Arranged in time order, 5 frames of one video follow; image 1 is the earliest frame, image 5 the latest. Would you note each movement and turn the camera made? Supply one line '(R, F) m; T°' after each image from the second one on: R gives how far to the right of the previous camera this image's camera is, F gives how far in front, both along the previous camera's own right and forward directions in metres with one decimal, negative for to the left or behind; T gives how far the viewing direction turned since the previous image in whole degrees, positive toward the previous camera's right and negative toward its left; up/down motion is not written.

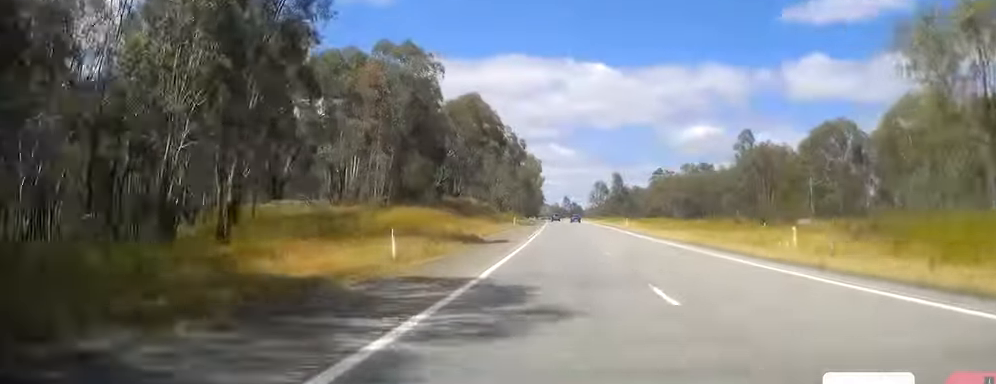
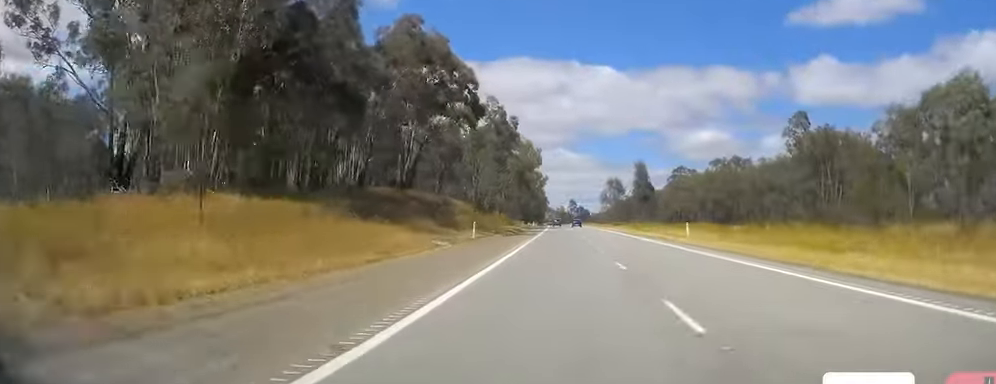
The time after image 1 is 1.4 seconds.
(+0.7, +39.7) m; +1°
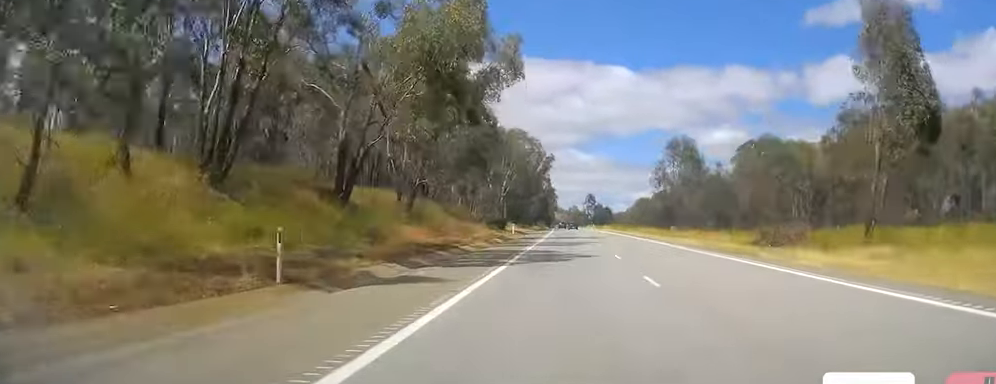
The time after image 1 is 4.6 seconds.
(-2.7, +90.4) m; -2°
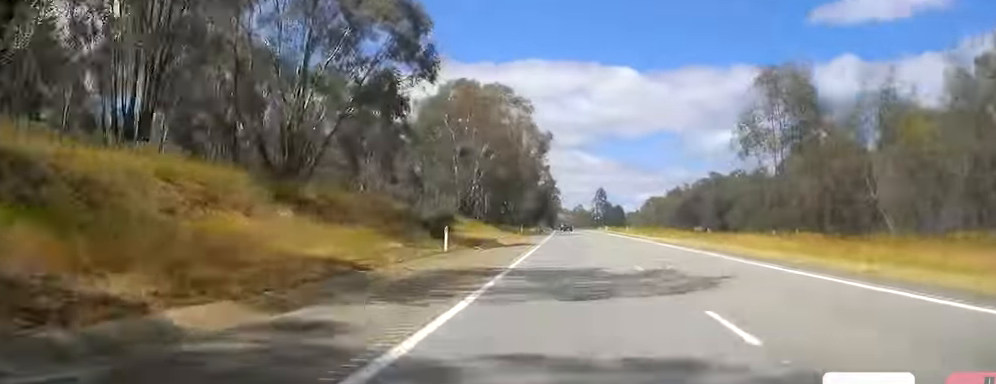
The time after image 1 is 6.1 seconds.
(+0.9, +42.3) m; +1°
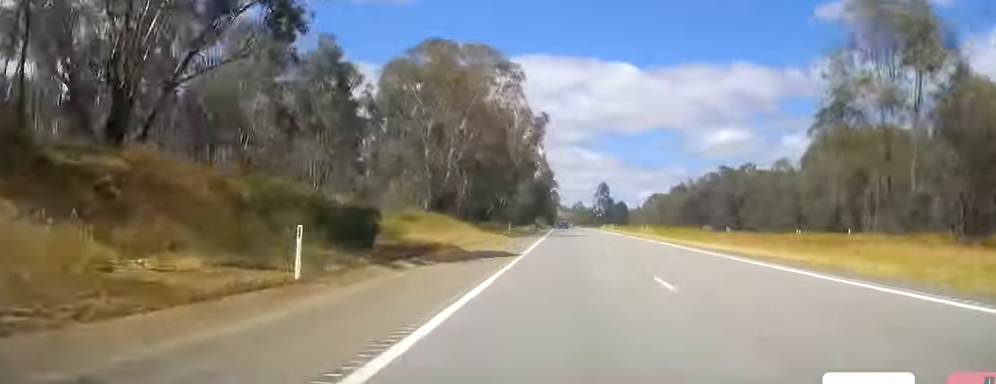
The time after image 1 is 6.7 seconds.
(+0.1, +17.0) m; -1°
